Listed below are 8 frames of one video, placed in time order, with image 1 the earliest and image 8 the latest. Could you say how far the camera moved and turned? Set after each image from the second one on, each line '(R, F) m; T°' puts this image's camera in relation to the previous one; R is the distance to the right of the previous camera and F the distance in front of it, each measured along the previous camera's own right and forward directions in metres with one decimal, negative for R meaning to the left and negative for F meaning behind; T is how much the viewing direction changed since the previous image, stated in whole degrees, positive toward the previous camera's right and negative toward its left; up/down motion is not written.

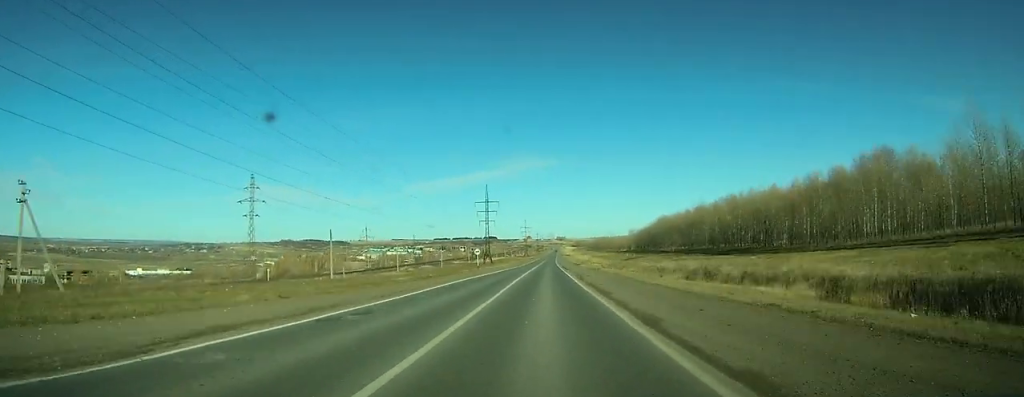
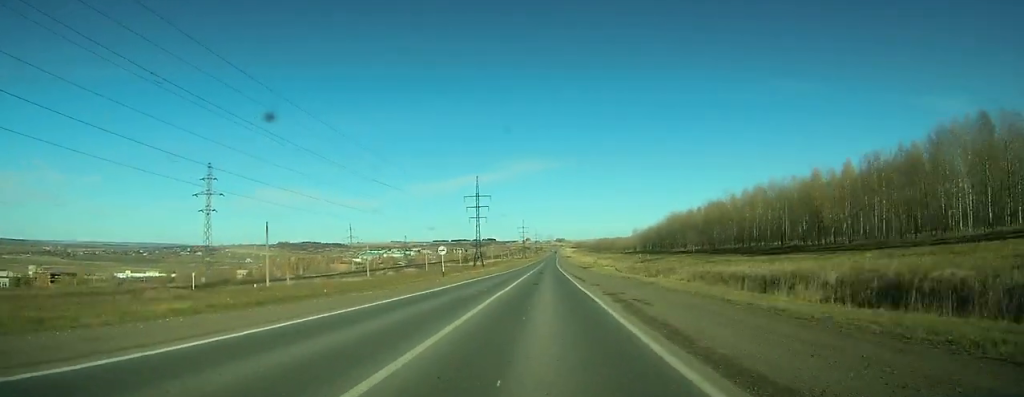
(0.0, +24.2) m; 0°
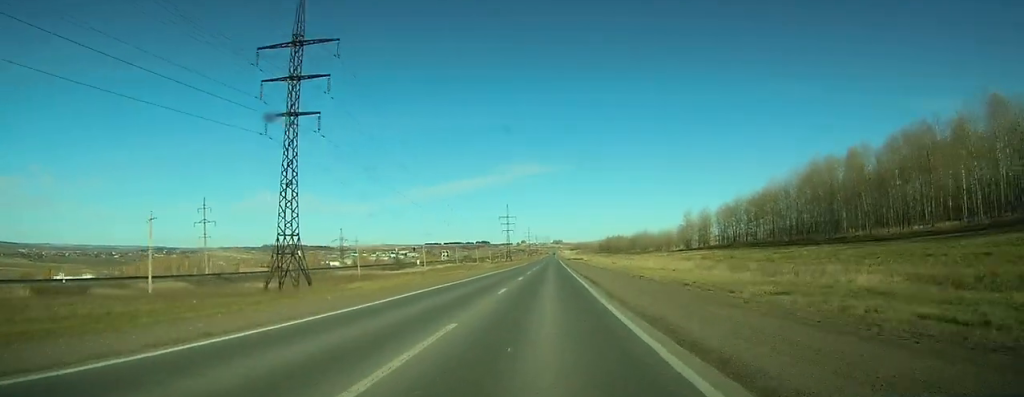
(+0.2, +127.2) m; 0°
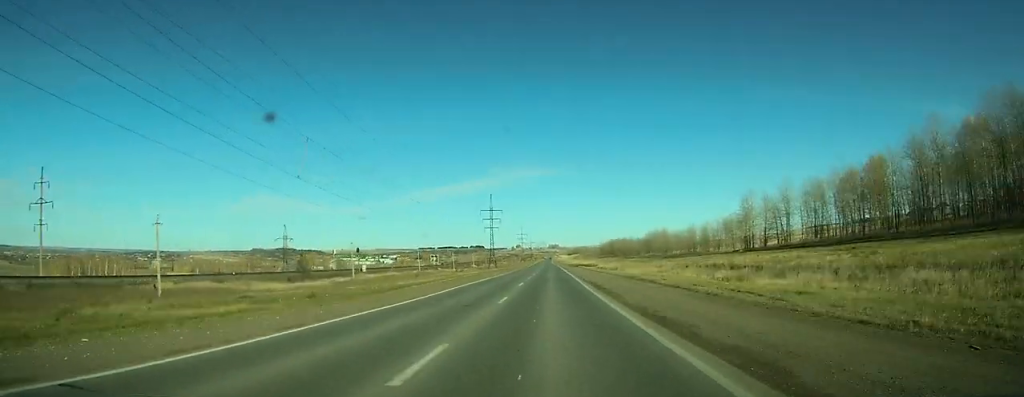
(+0.2, +60.2) m; +1°
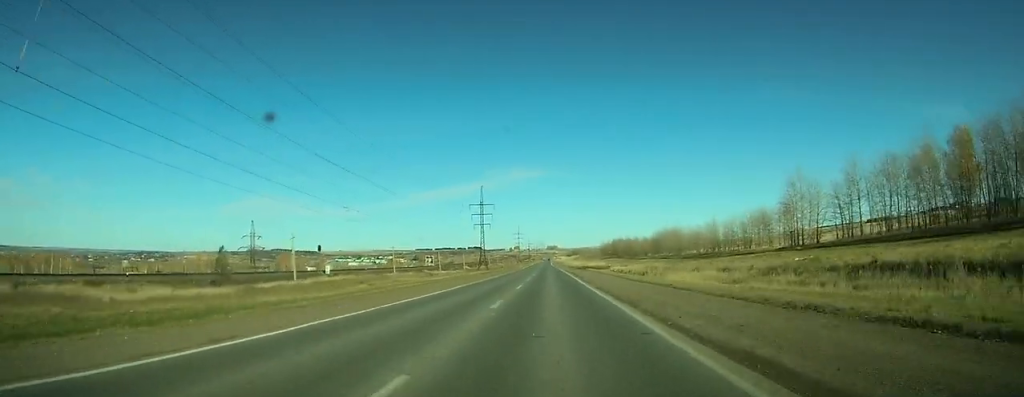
(+0.2, +25.0) m; 0°
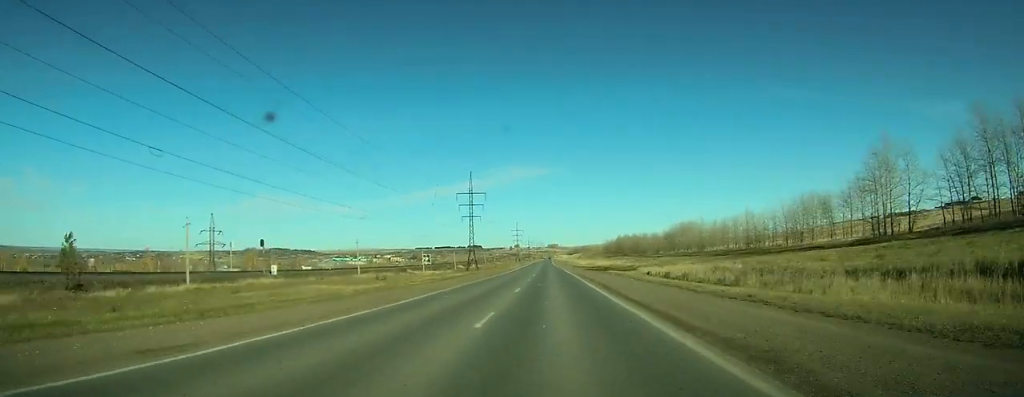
(+0.1, +26.2) m; 0°
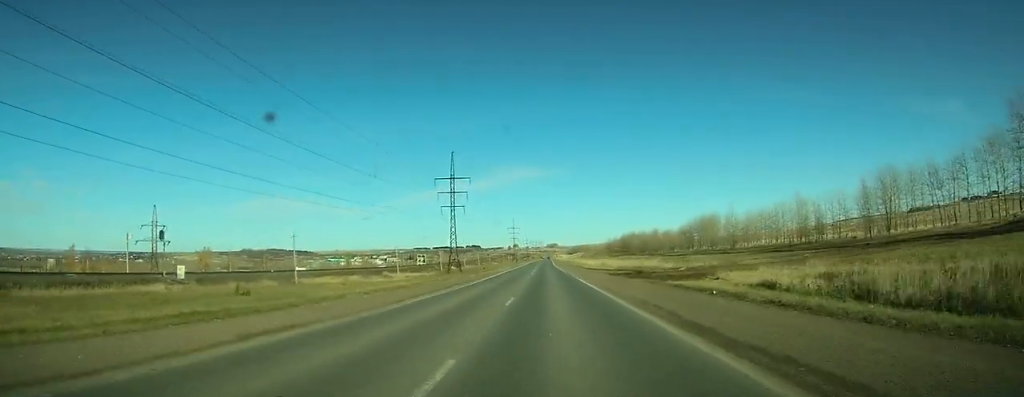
(-0.1, +26.6) m; 0°
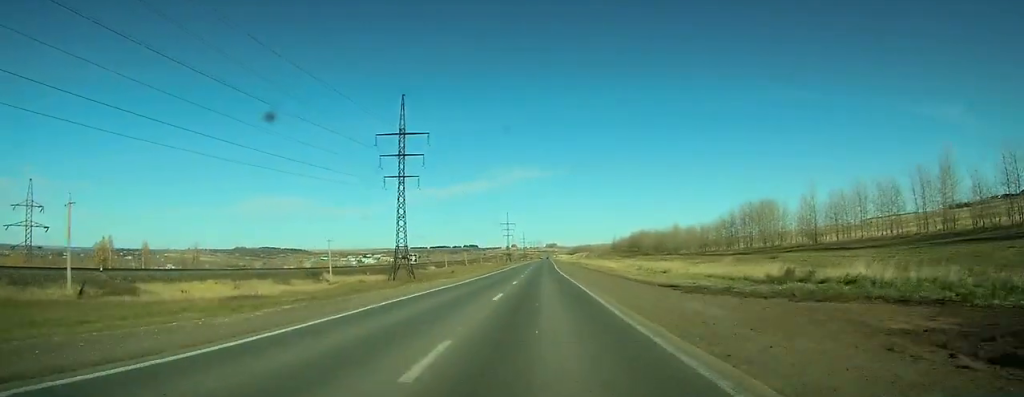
(0.0, +39.3) m; 0°
